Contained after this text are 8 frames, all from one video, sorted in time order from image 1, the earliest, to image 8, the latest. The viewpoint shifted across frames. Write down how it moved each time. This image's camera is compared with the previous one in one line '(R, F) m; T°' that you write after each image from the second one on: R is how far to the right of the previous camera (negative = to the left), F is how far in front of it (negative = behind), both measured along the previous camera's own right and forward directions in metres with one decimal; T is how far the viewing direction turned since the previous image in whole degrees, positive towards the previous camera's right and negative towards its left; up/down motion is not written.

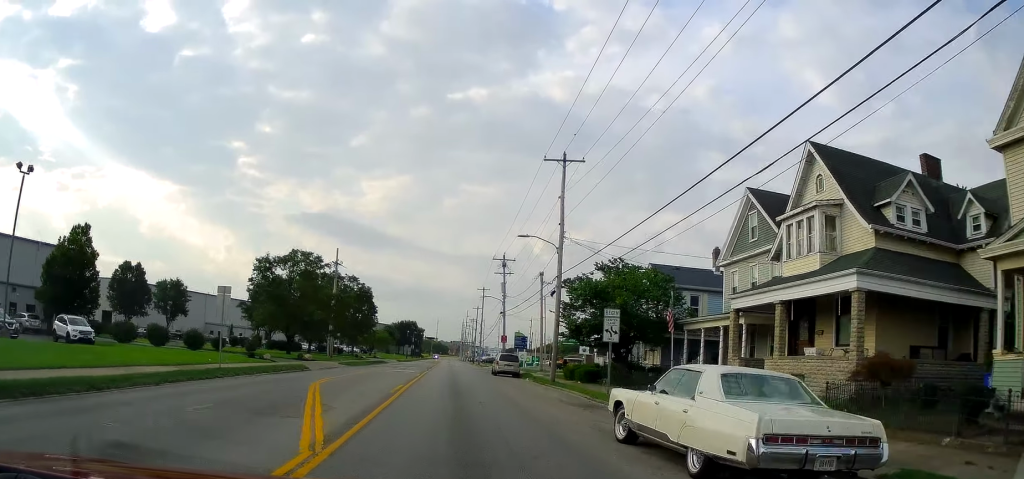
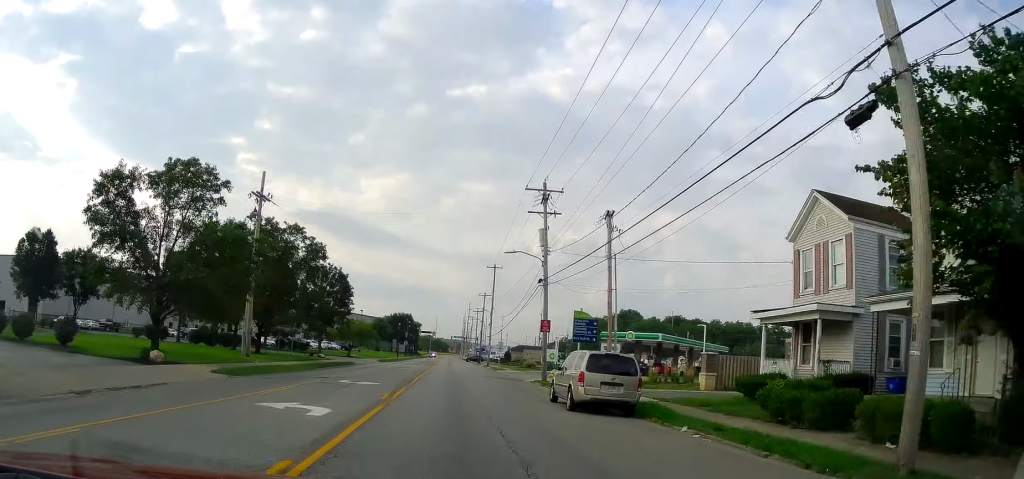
(+1.2, +29.1) m; -1°
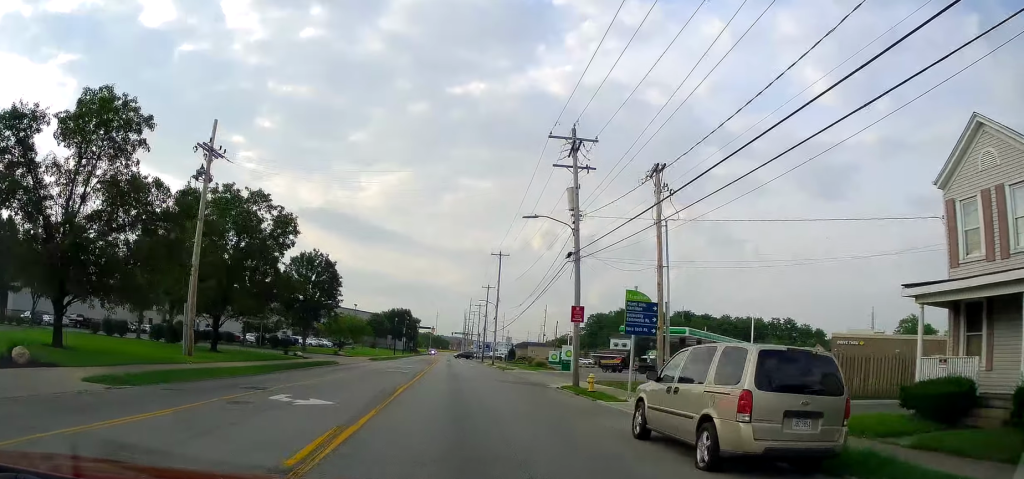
(-0.6, +9.5) m; -2°
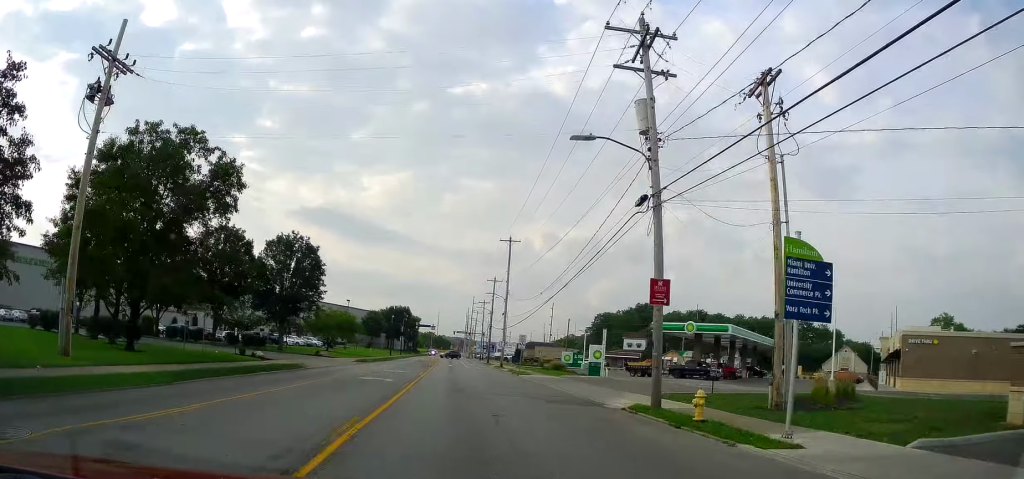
(-0.2, +11.3) m; 0°
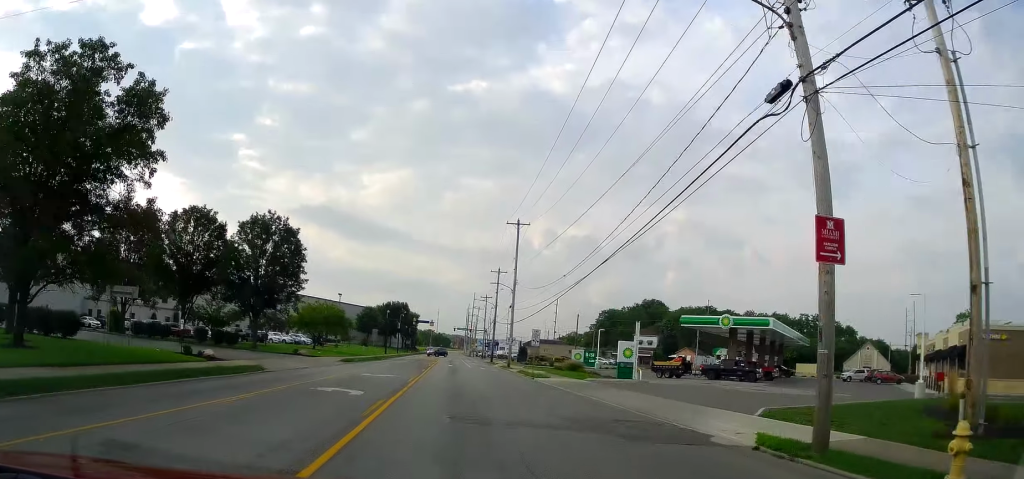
(0.0, +8.7) m; +2°
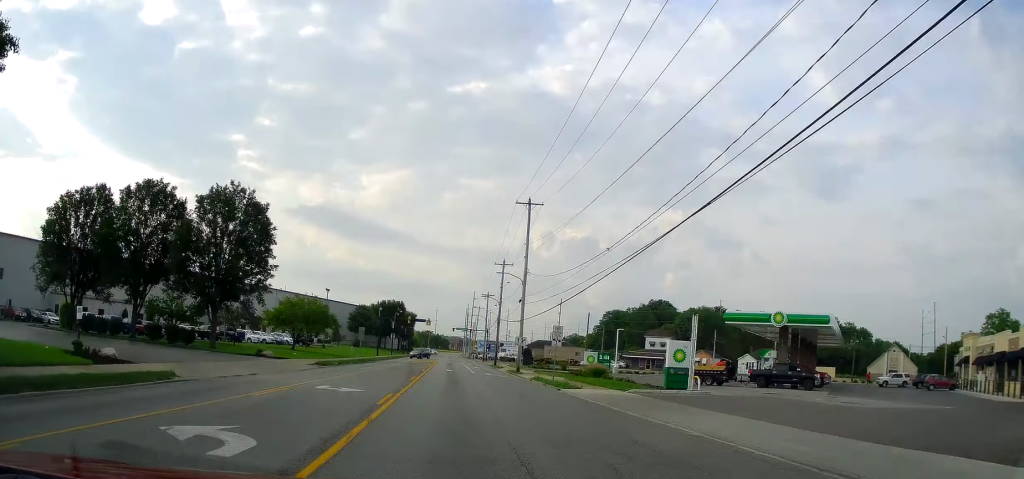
(+0.5, +9.9) m; +2°
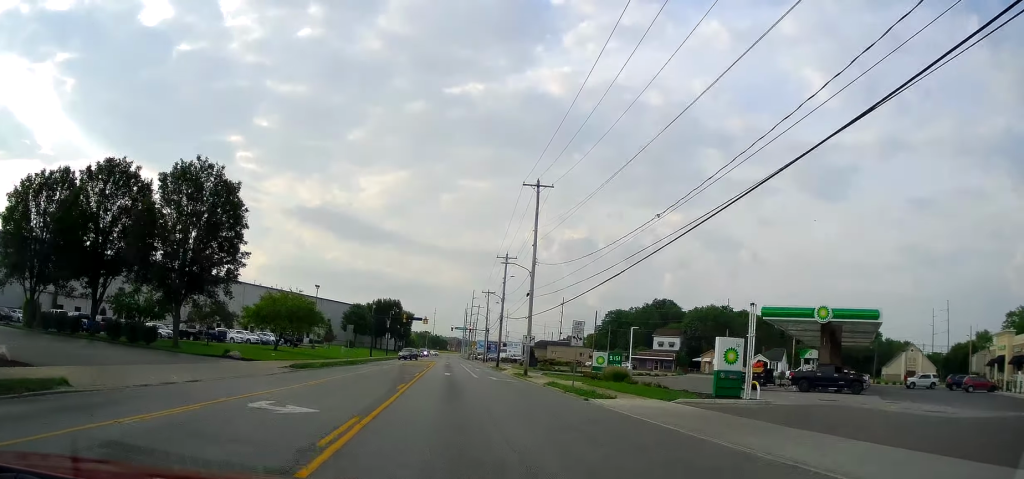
(+0.1, +6.5) m; 0°
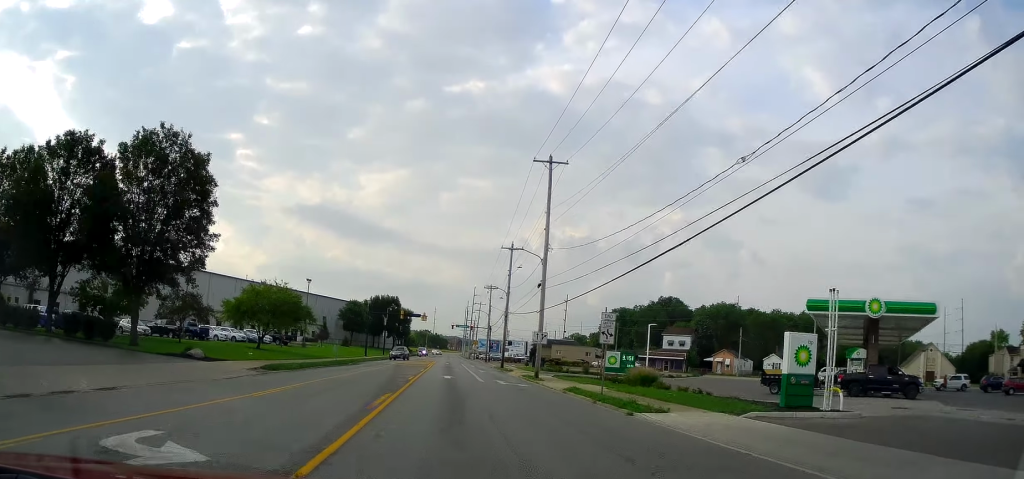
(+0.1, +5.9) m; -2°
